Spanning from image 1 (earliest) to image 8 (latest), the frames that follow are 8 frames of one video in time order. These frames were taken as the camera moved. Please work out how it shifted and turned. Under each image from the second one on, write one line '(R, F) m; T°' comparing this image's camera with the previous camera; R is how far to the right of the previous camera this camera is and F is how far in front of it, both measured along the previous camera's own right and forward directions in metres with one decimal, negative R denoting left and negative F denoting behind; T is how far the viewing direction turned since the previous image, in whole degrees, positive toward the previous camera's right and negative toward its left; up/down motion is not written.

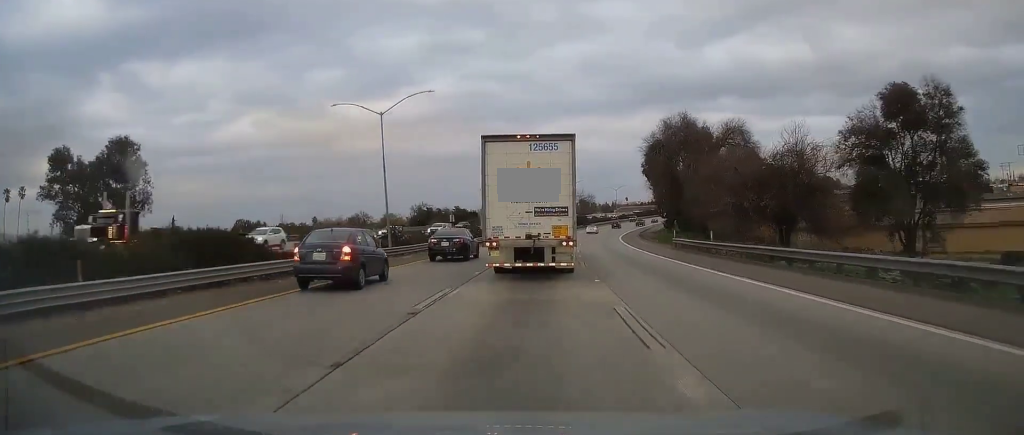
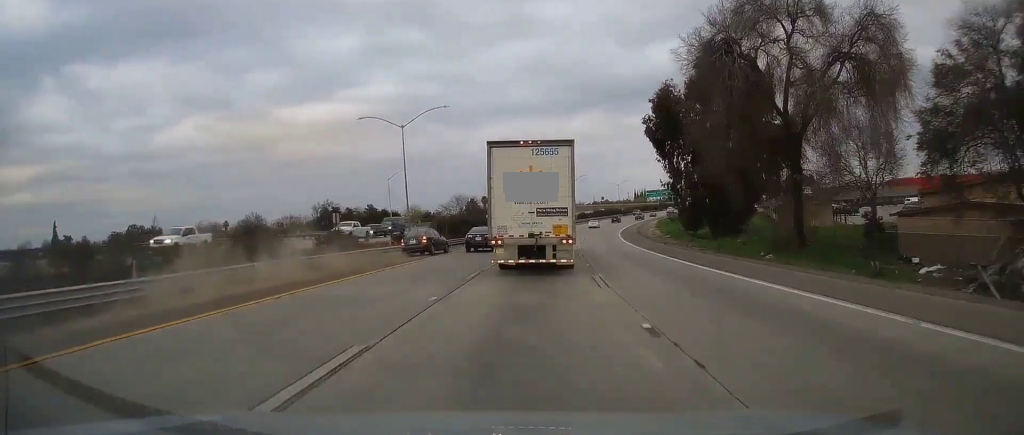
(+1.6, +50.5) m; +4°
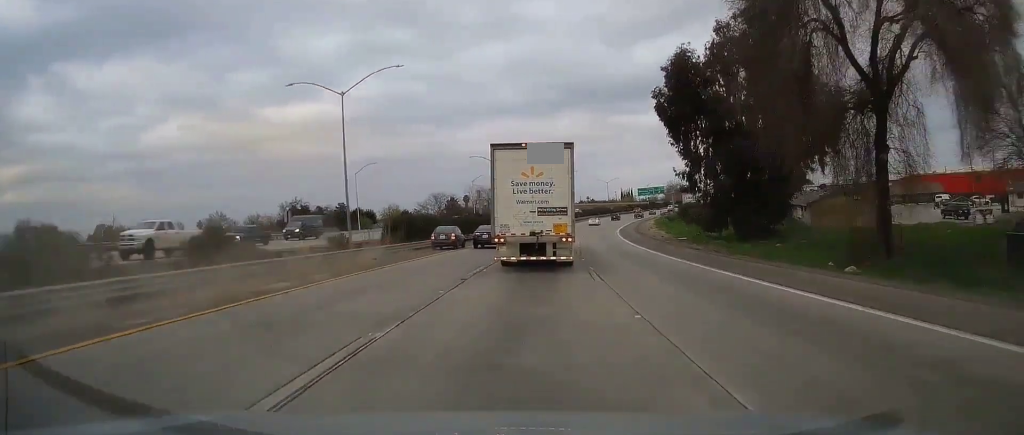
(+0.2, +14.0) m; +2°
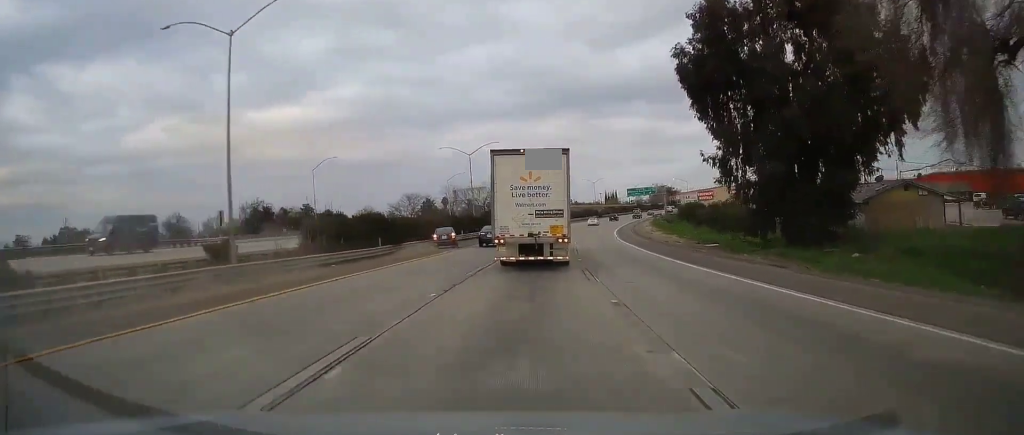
(+0.3, +14.6) m; +2°
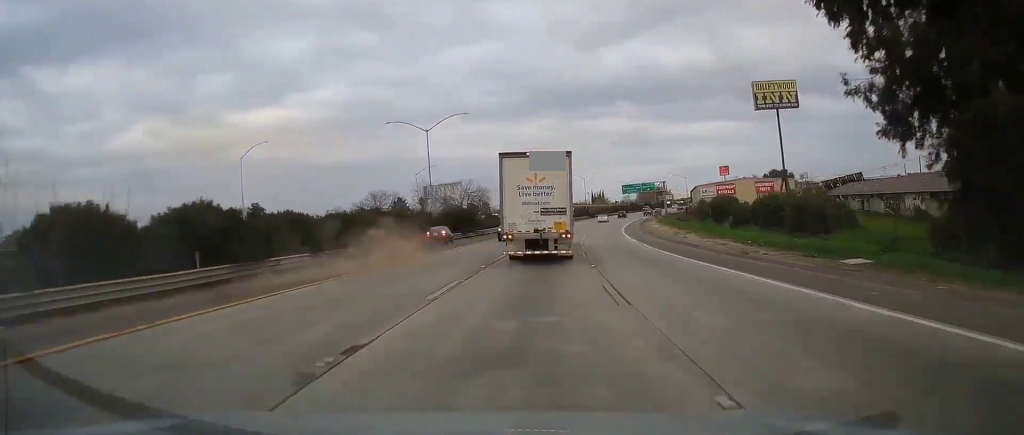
(+0.5, +21.8) m; +3°
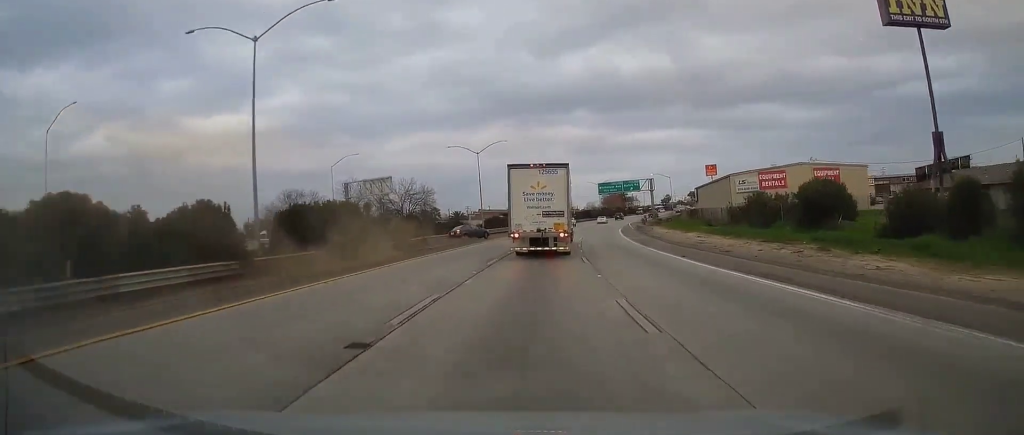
(+1.2, +33.1) m; +4°
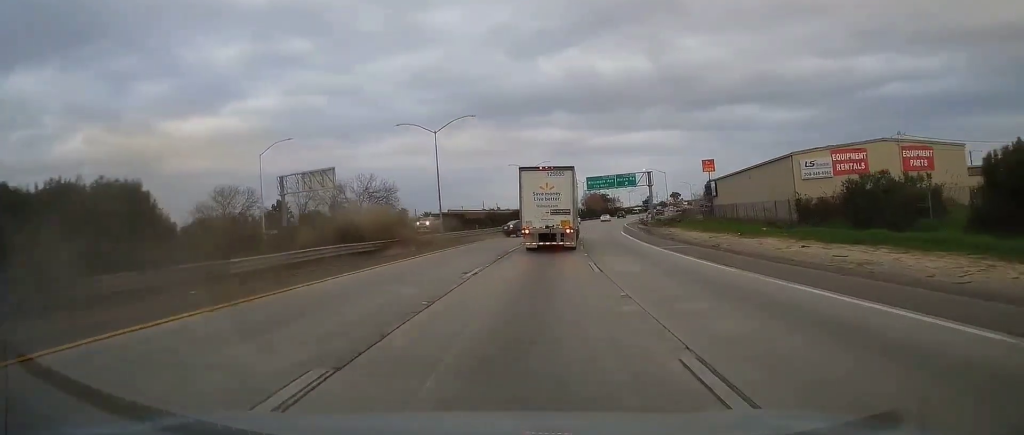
(+0.4, +20.7) m; +2°
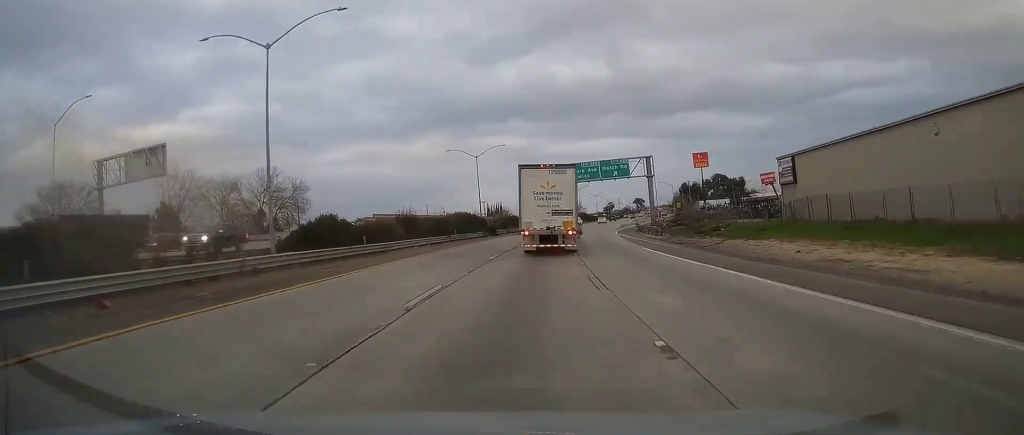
(+0.8, +34.6) m; +3°
